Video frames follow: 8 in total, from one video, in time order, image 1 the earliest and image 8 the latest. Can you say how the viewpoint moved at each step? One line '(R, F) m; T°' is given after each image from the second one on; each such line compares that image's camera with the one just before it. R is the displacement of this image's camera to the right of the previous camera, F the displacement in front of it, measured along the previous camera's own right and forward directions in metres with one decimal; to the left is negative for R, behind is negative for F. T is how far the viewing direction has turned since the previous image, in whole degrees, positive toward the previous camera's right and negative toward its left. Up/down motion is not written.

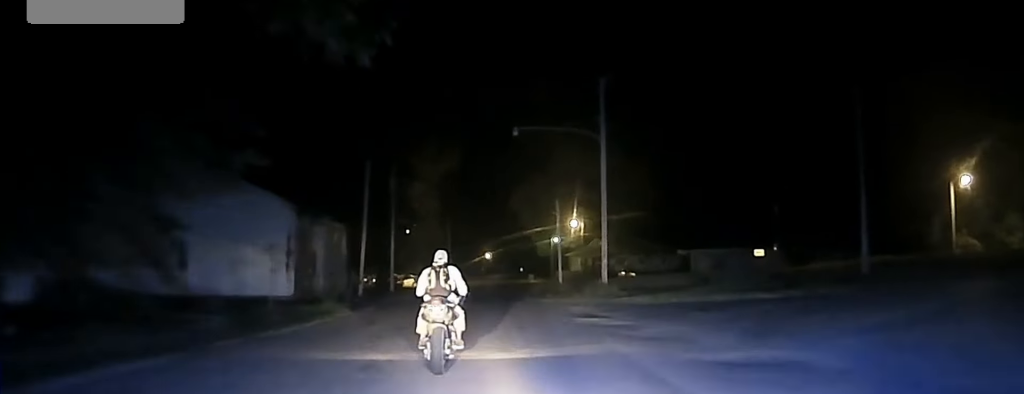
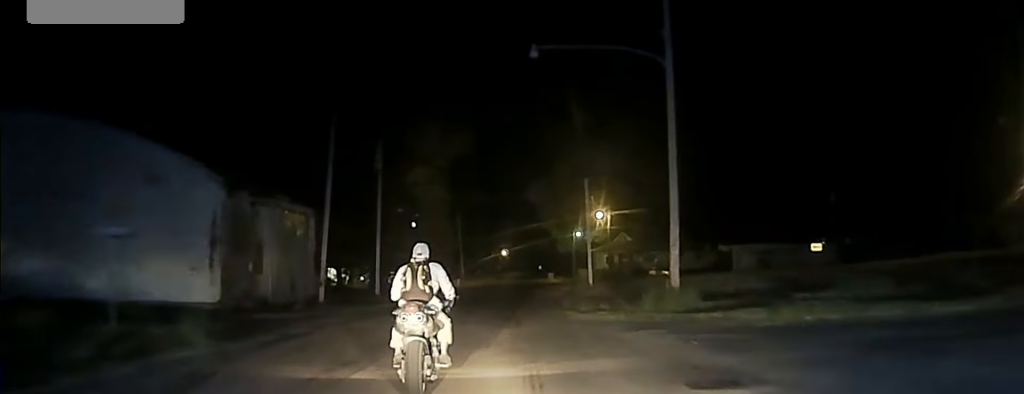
(-0.1, +12.9) m; -1°
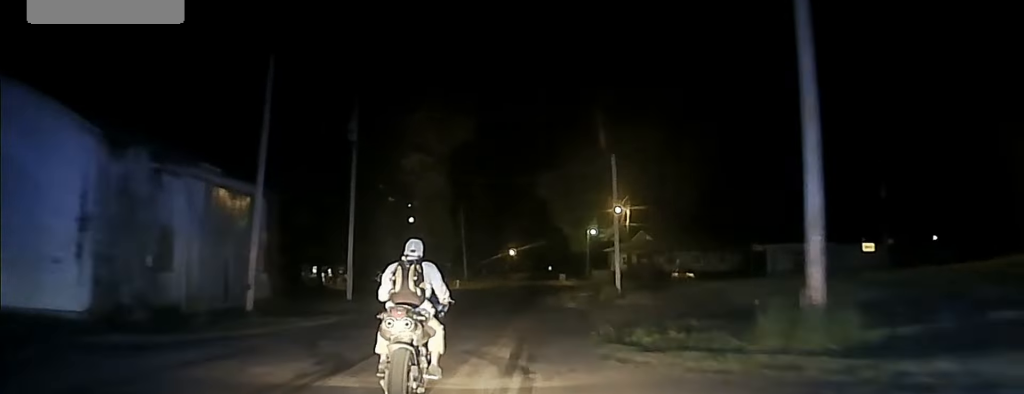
(-0.2, +11.4) m; -1°
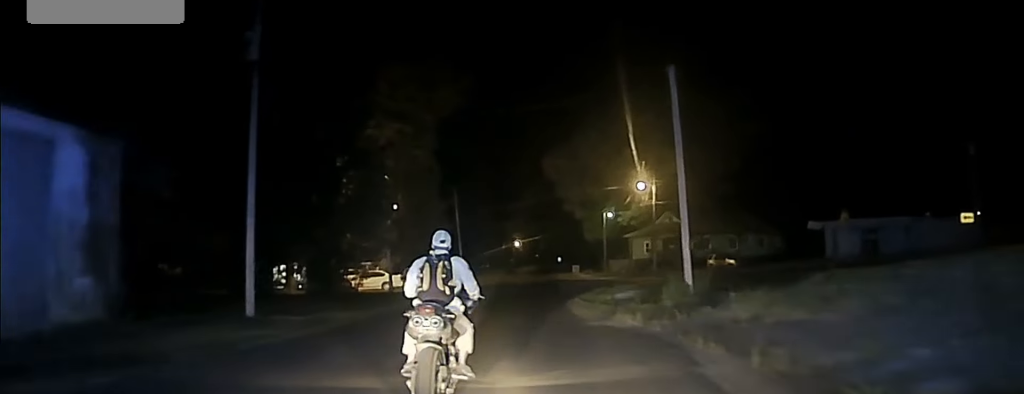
(0.0, +17.5) m; 0°
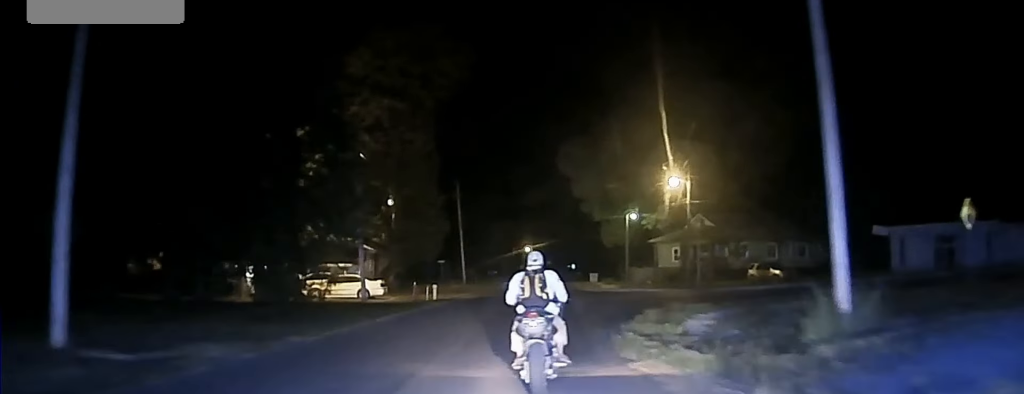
(0.0, +12.2) m; 0°
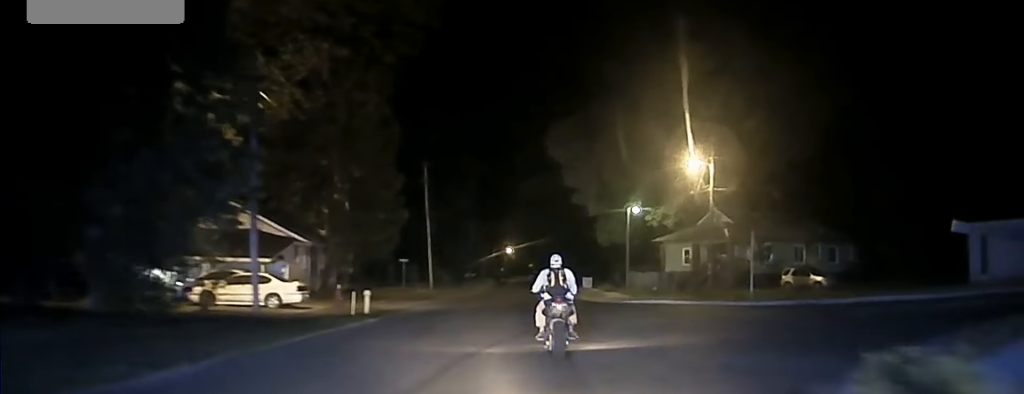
(0.0, +15.1) m; +1°
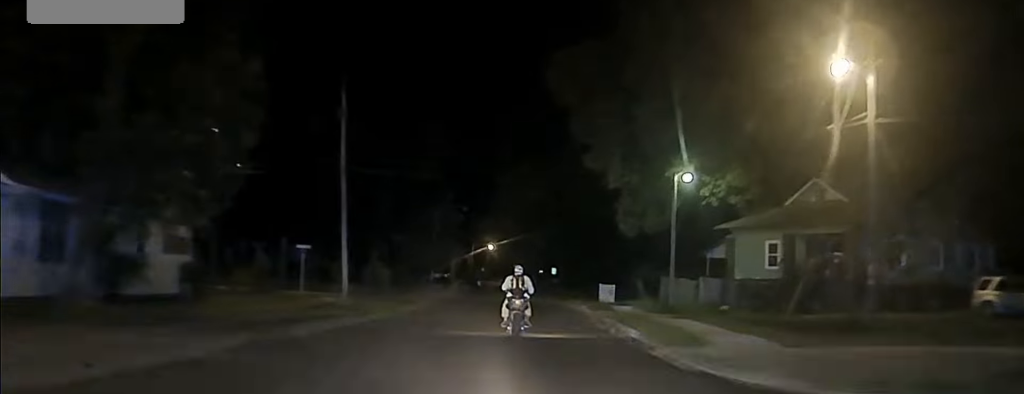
(+0.4, +29.0) m; +1°
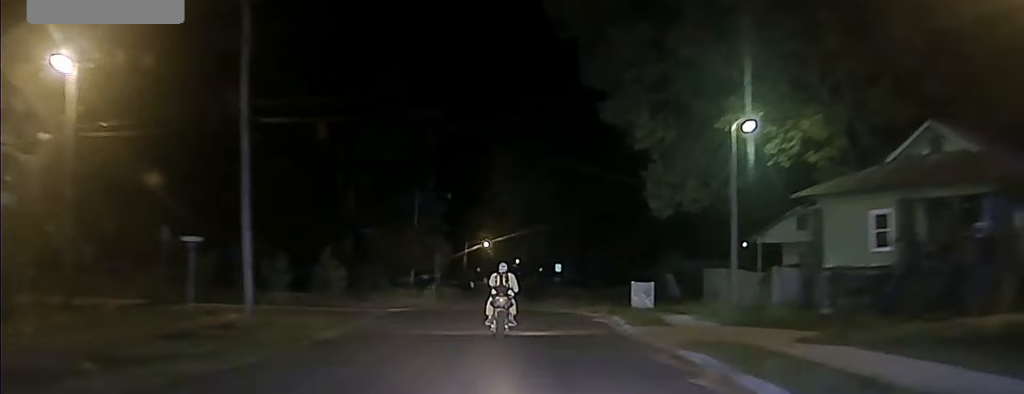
(0.0, +12.0) m; 0°
